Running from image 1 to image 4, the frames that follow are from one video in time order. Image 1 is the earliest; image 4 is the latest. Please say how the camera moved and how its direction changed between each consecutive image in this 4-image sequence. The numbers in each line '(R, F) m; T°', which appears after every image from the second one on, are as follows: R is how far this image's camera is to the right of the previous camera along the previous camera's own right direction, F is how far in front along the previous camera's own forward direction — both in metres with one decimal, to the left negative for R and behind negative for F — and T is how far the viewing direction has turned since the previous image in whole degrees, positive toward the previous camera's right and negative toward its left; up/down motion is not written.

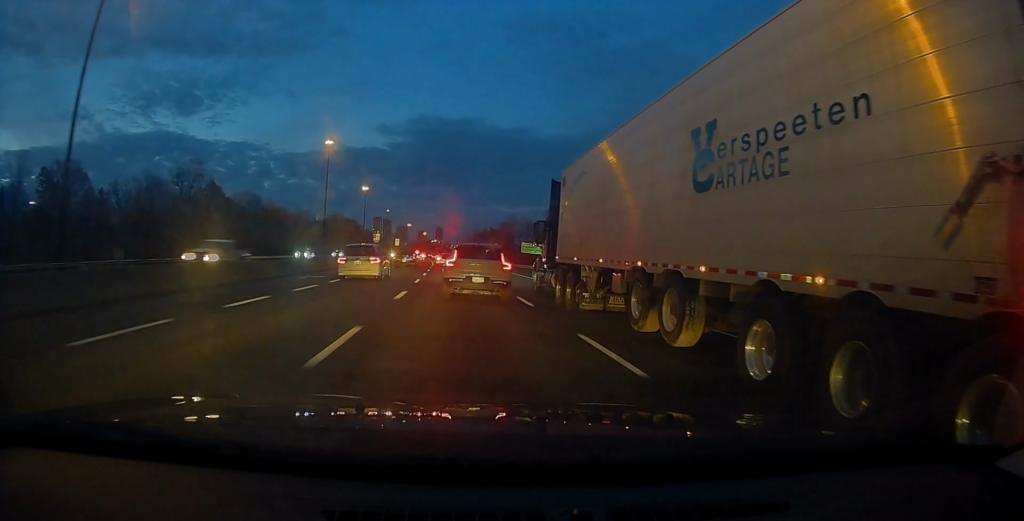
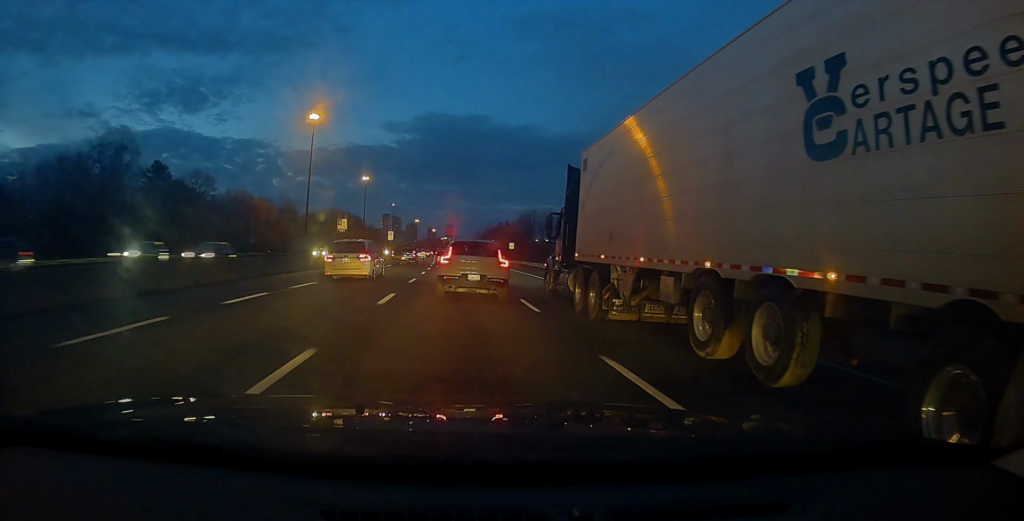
(+0.1, +30.1) m; 0°
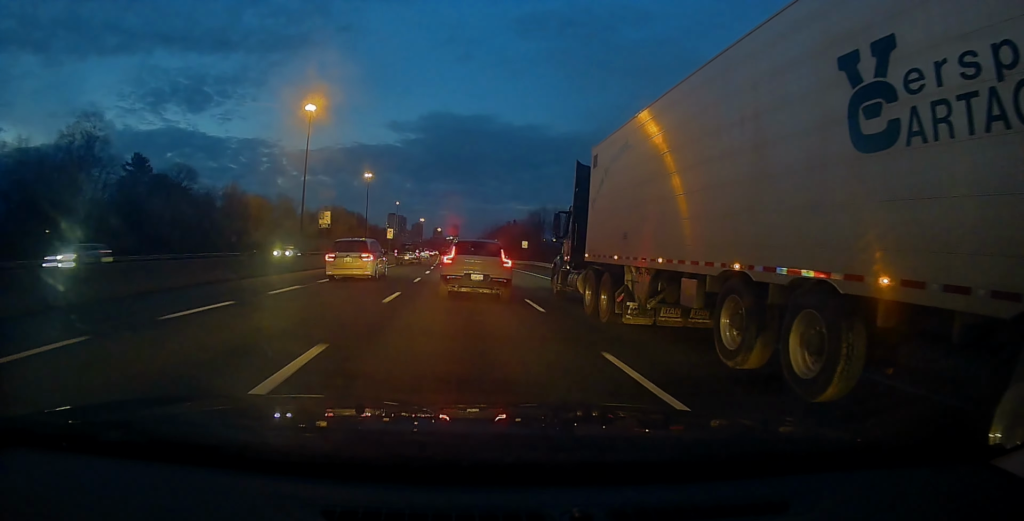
(0.0, +9.2) m; -1°
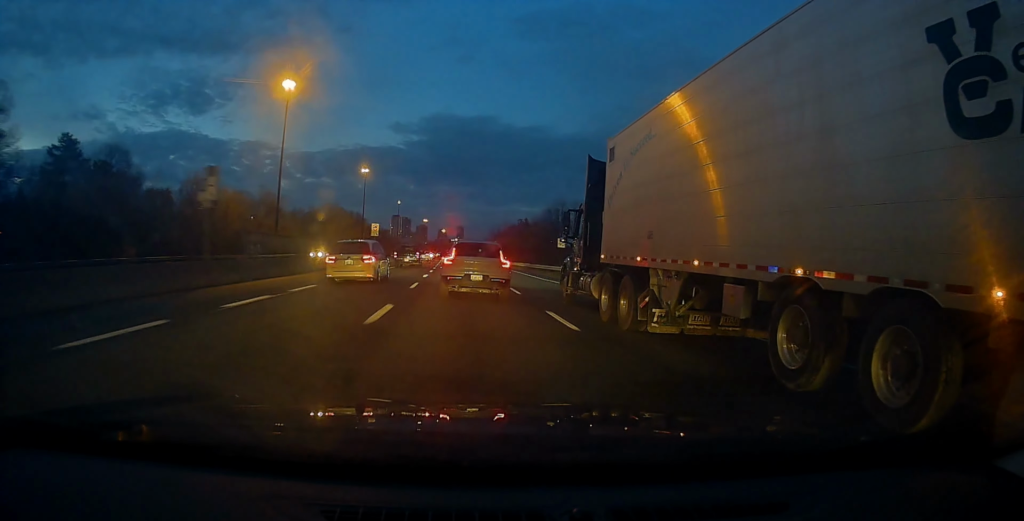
(-0.4, +22.5) m; -1°
